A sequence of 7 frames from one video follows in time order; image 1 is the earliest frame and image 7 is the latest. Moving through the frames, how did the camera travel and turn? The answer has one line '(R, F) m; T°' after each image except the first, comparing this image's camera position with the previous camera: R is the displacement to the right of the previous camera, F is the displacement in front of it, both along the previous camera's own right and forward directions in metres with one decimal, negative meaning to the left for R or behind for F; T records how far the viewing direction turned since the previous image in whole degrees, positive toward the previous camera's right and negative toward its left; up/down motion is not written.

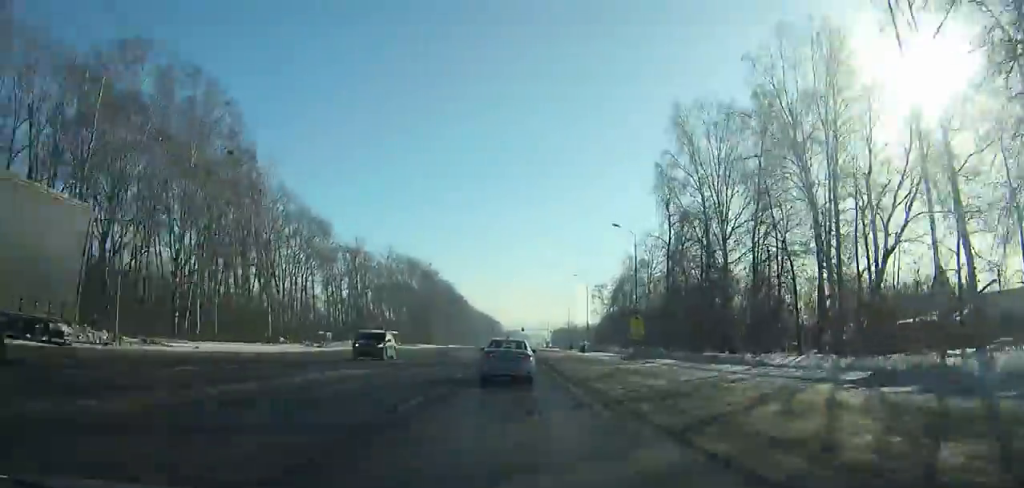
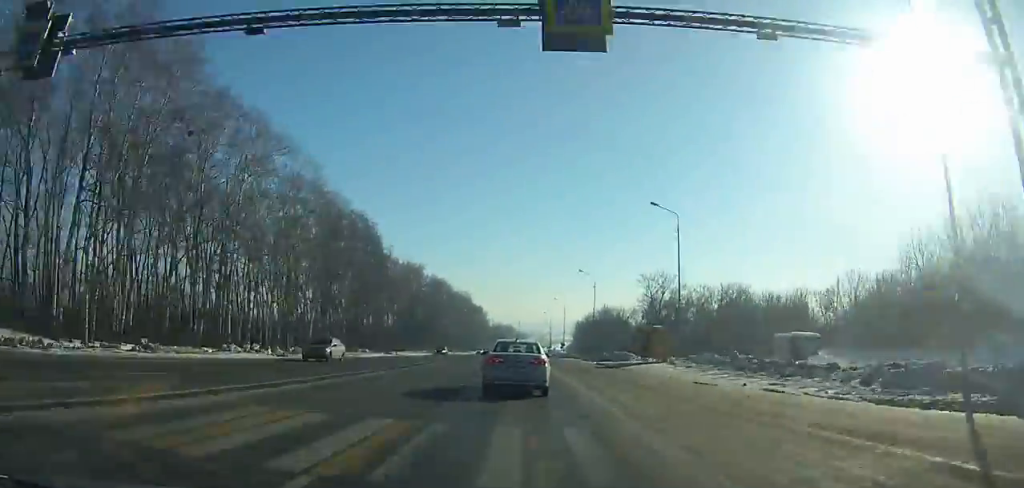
(+1.1, +193.9) m; +1°
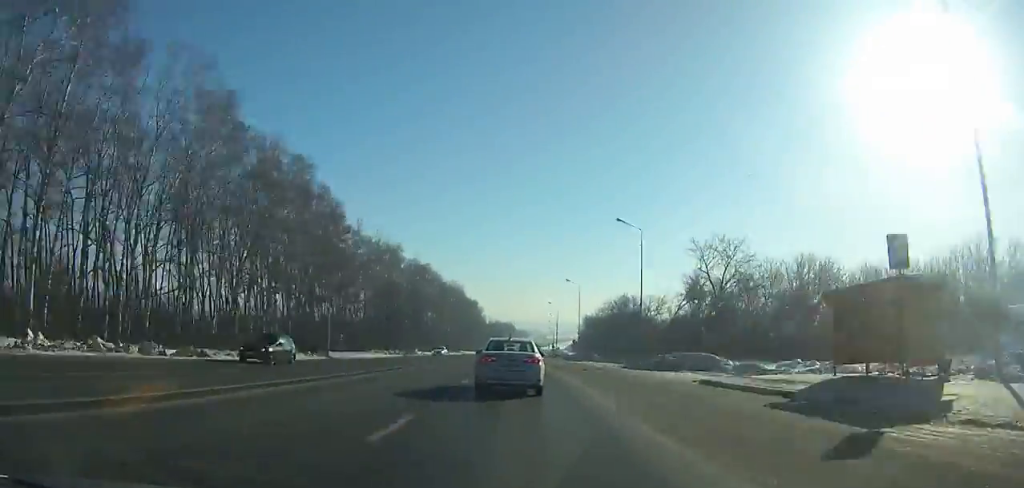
(0.0, +29.9) m; 0°
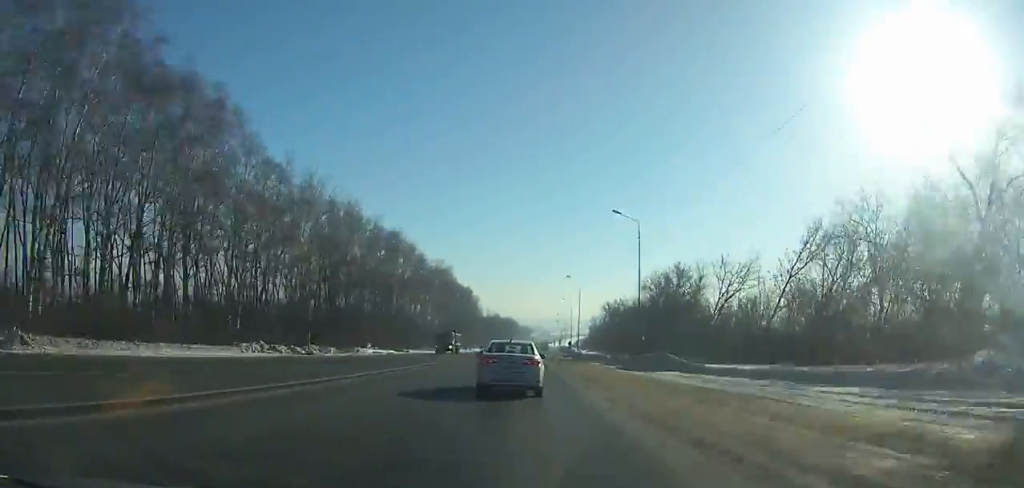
(-0.1, +43.0) m; +1°
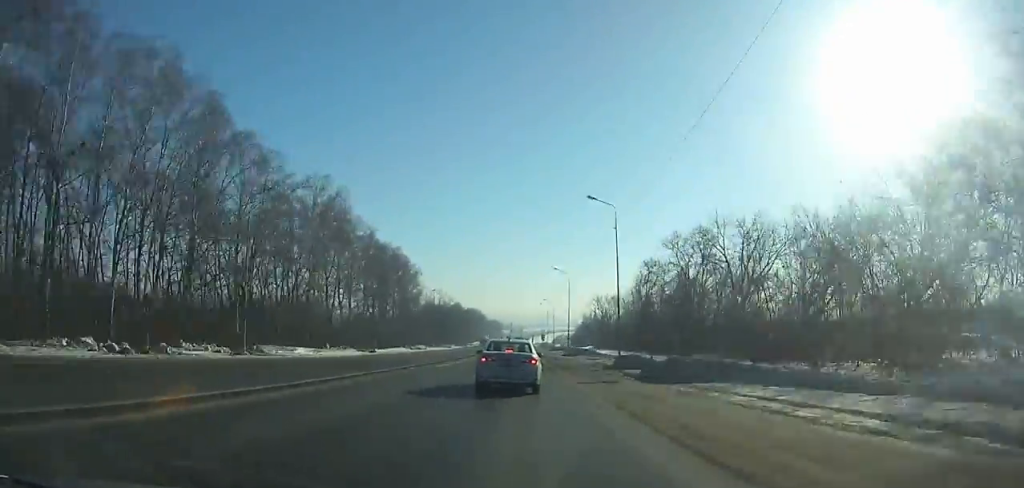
(+1.5, +82.6) m; +2°
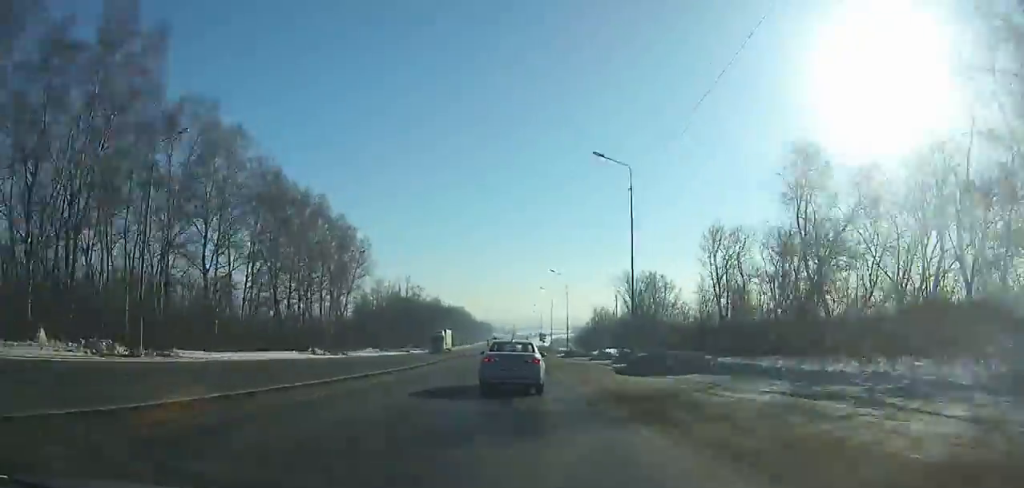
(+0.5, +48.1) m; +1°
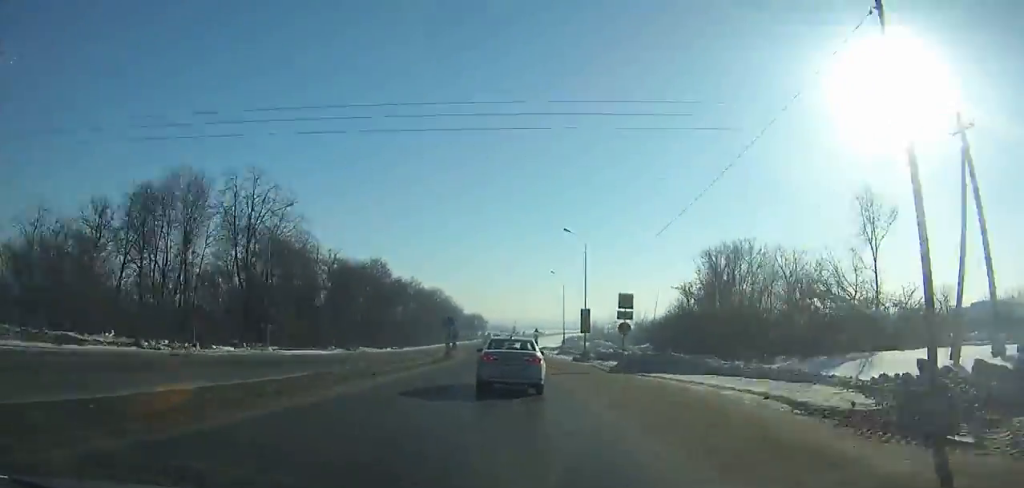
(-0.5, +95.7) m; -2°
